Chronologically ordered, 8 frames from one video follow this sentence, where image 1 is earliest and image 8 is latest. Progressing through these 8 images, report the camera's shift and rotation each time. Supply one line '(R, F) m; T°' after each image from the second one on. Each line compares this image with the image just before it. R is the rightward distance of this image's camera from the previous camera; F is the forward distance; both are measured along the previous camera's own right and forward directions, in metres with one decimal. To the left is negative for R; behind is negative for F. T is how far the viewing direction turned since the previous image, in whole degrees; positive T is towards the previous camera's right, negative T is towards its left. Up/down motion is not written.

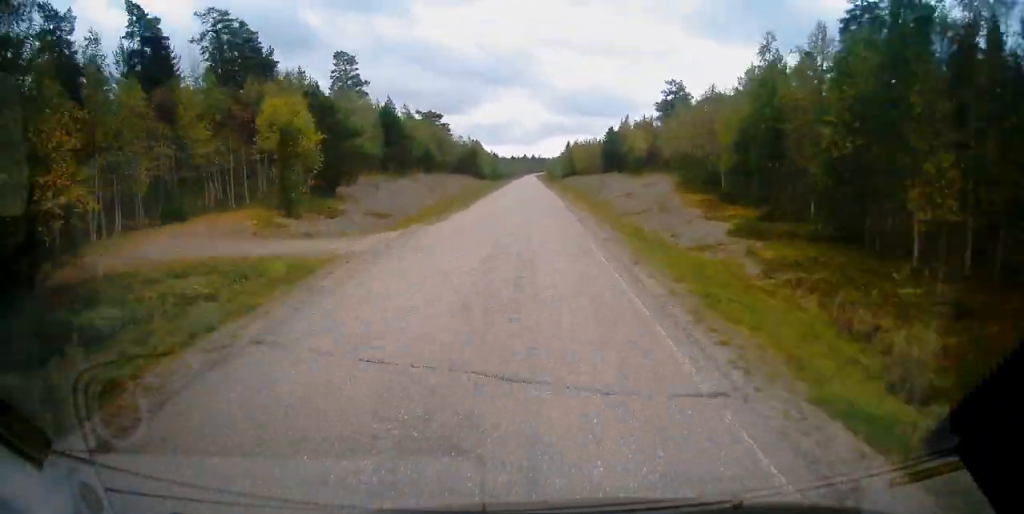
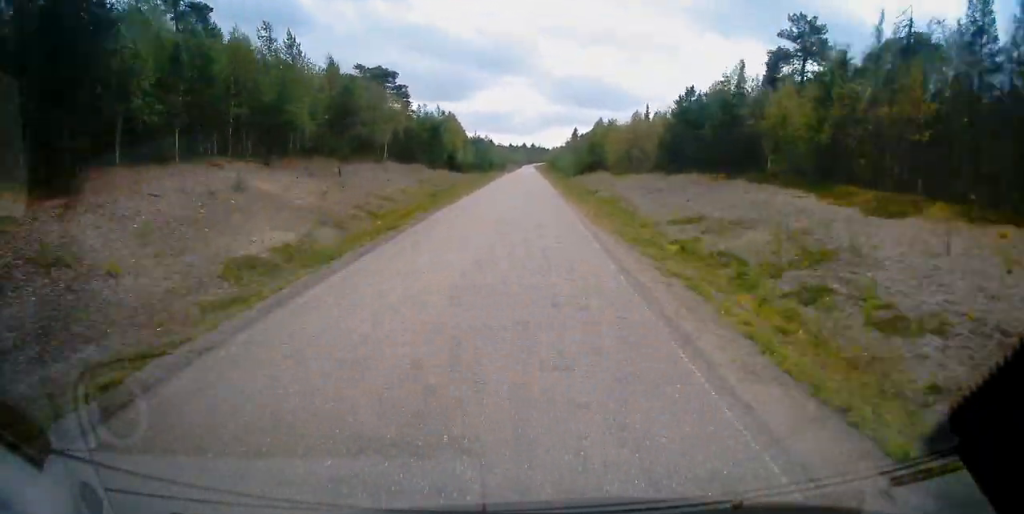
(+0.2, +46.4) m; 0°
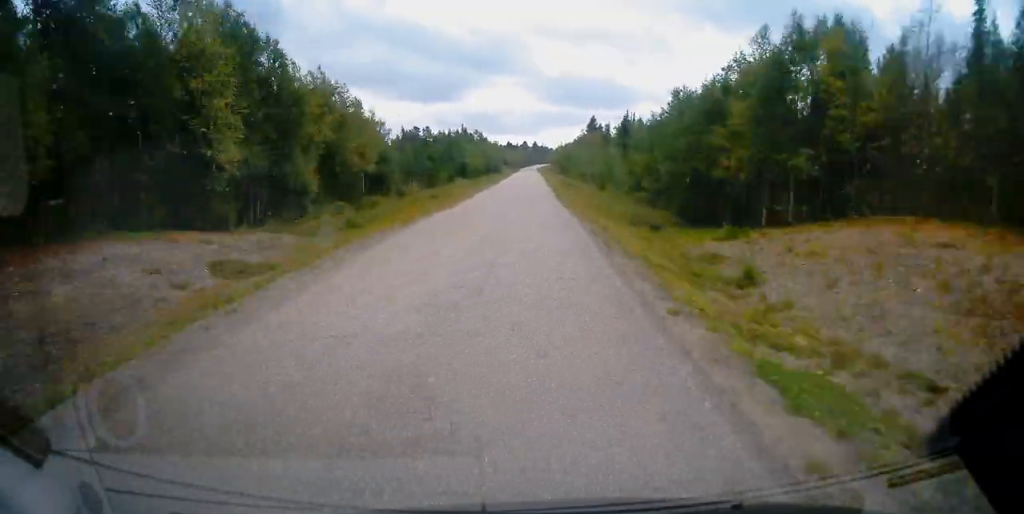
(-0.1, +69.6) m; 0°
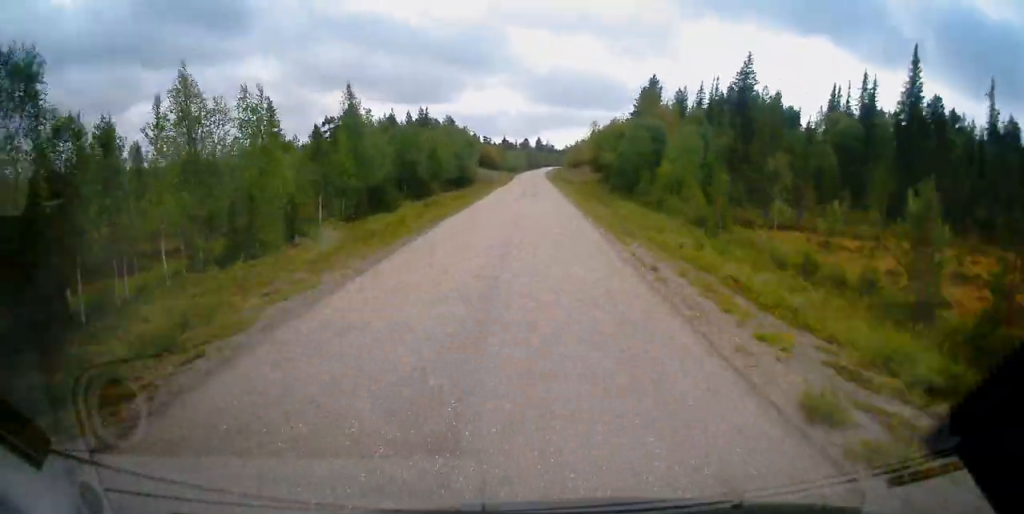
(+0.5, +96.1) m; +3°
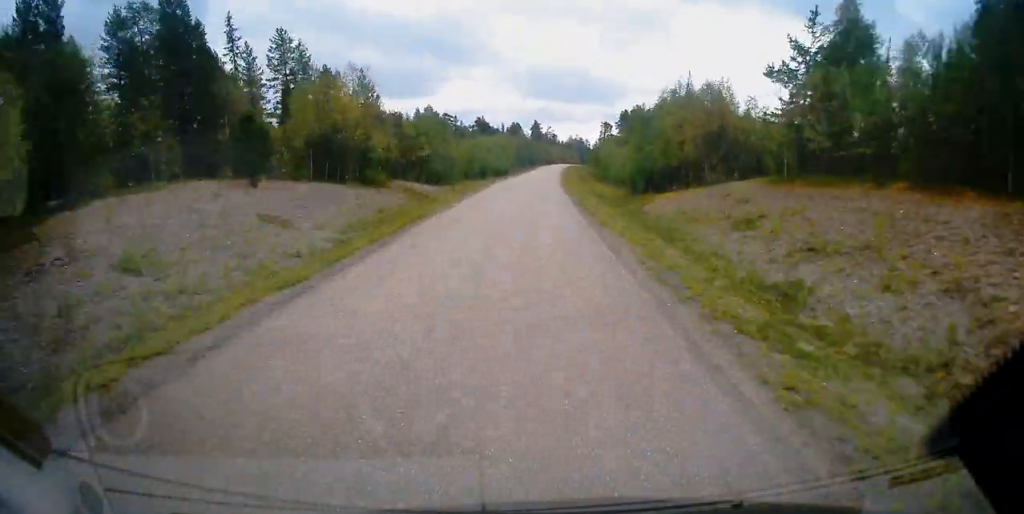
(+20.7, +109.5) m; 0°
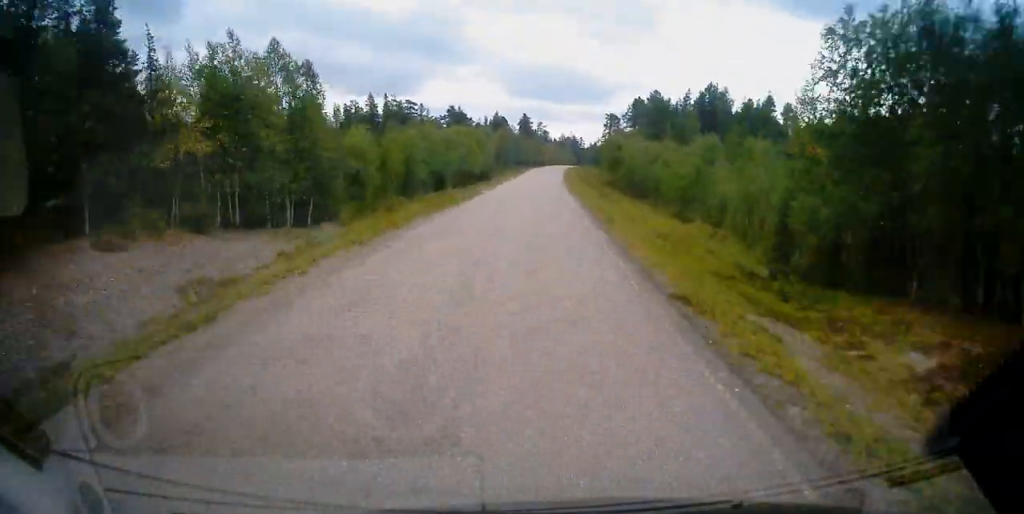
(-7.1, +37.7) m; -7°
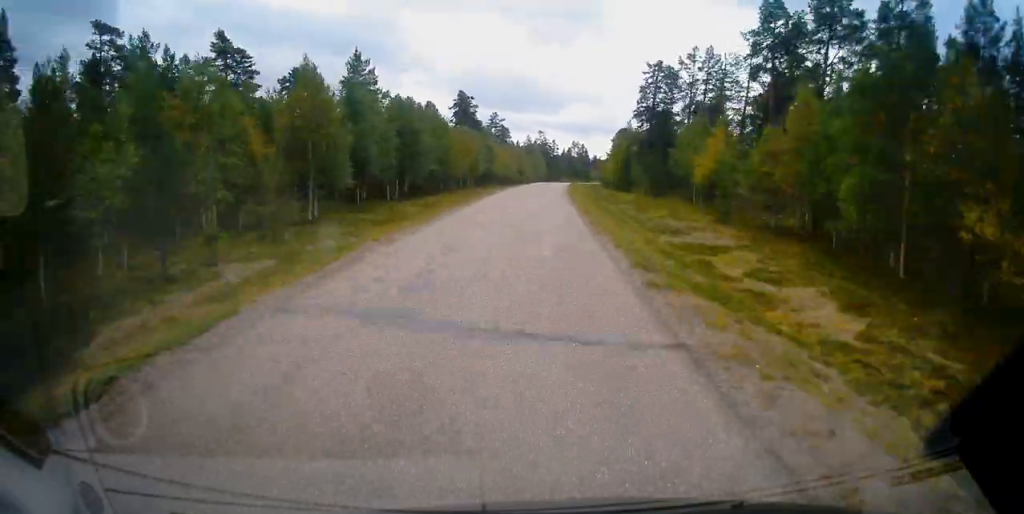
(-9.5, +99.3) m; +5°
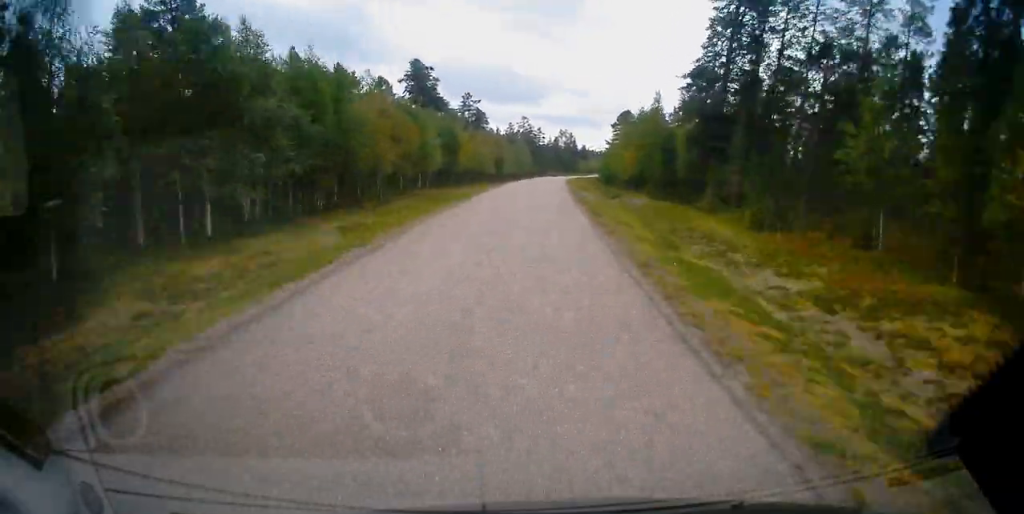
(+2.0, +32.0) m; +5°
